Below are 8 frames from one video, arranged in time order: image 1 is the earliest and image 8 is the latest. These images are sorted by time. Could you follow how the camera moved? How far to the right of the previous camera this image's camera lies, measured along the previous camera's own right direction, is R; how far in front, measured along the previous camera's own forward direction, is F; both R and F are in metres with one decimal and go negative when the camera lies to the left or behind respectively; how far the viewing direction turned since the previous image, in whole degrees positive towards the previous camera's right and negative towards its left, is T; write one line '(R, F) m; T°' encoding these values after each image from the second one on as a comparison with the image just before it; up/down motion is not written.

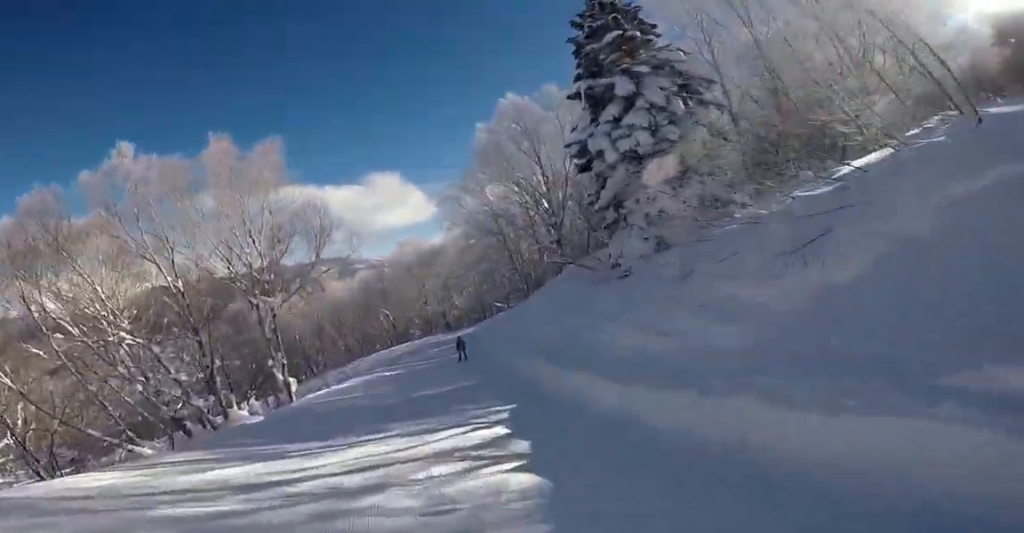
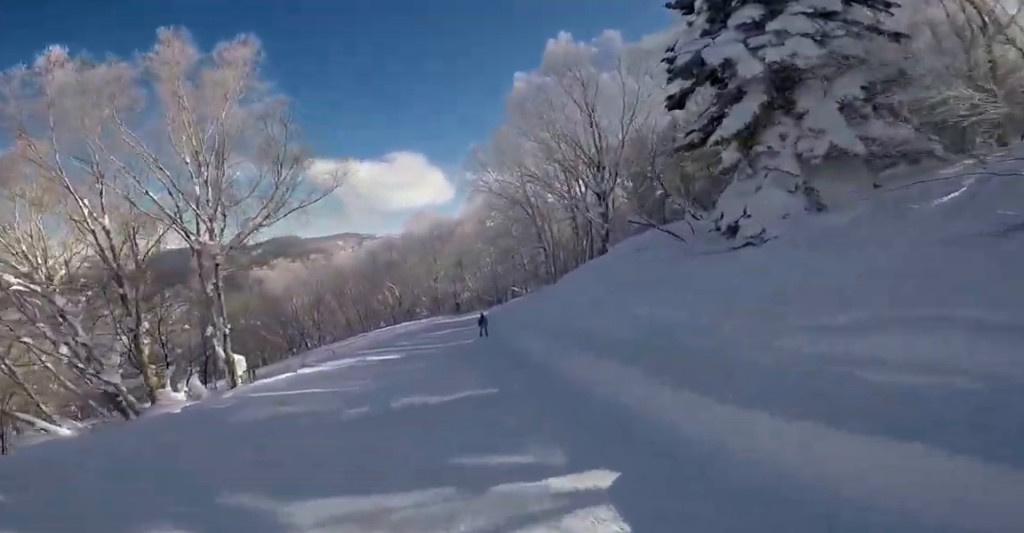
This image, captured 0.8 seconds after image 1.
(0.0, +6.4) m; 0°
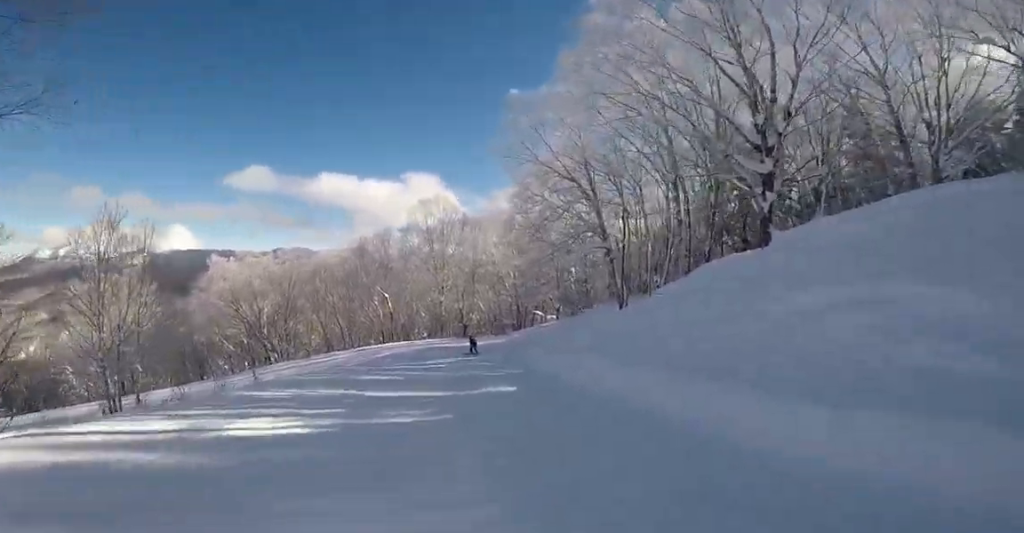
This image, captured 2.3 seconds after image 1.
(0.0, +12.3) m; 0°
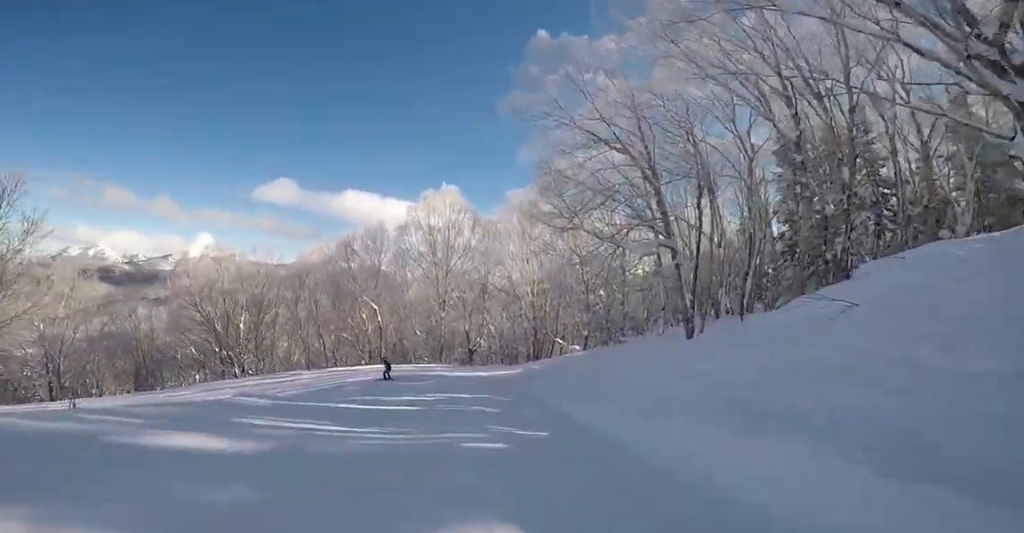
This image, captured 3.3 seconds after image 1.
(0.0, +7.9) m; -8°
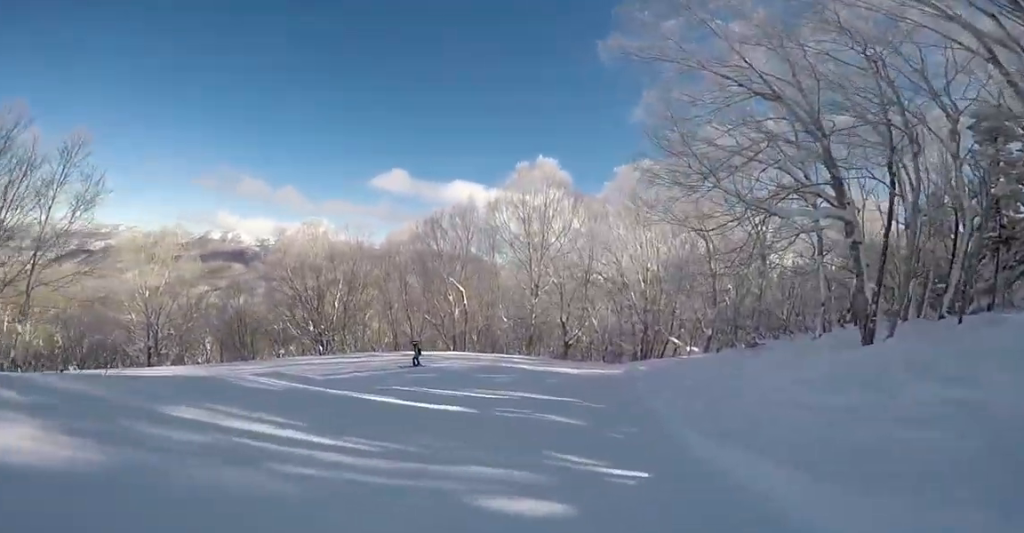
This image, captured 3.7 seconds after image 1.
(-0.2, +3.3) m; -6°
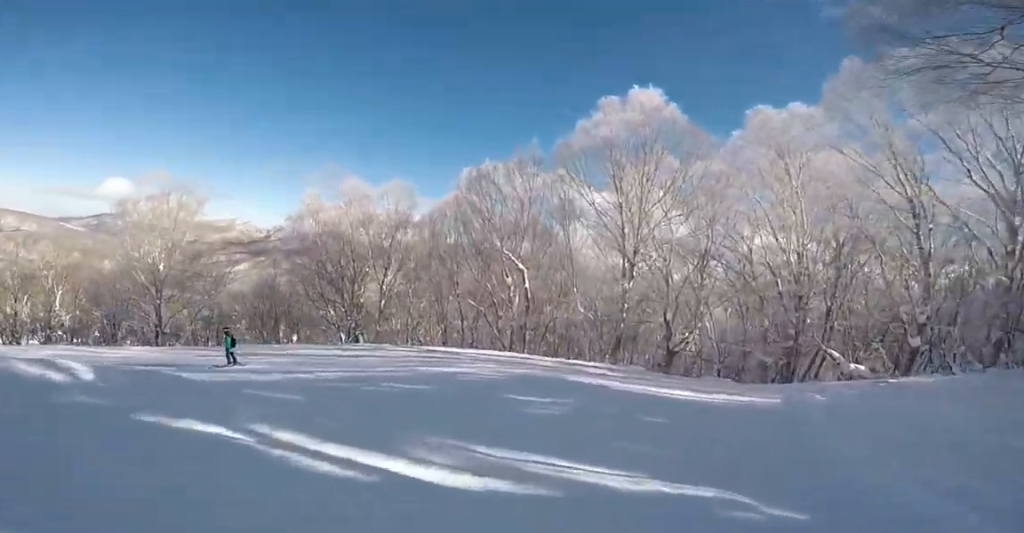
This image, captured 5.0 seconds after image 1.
(-1.6, +8.7) m; -28°
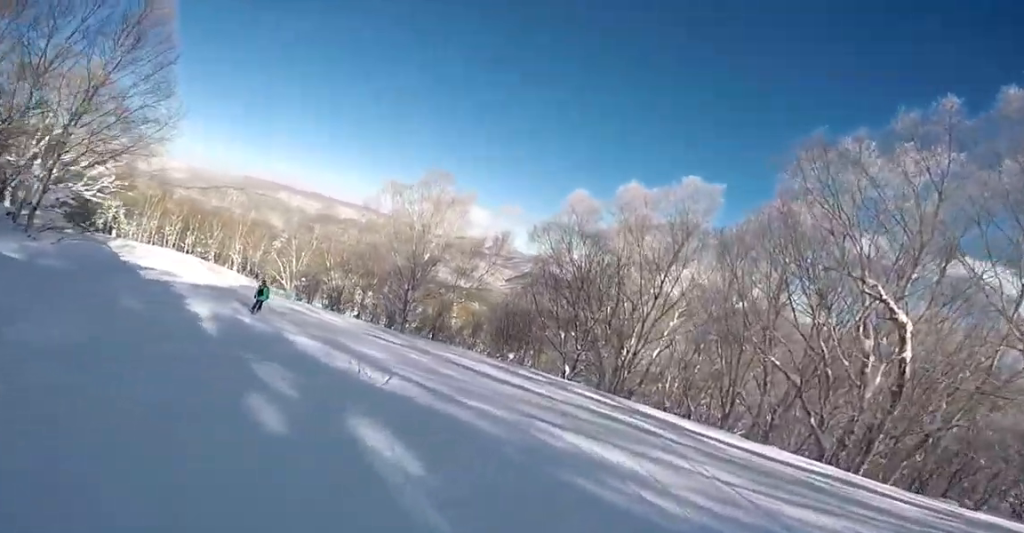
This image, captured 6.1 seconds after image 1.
(-2.4, +6.2) m; -44°
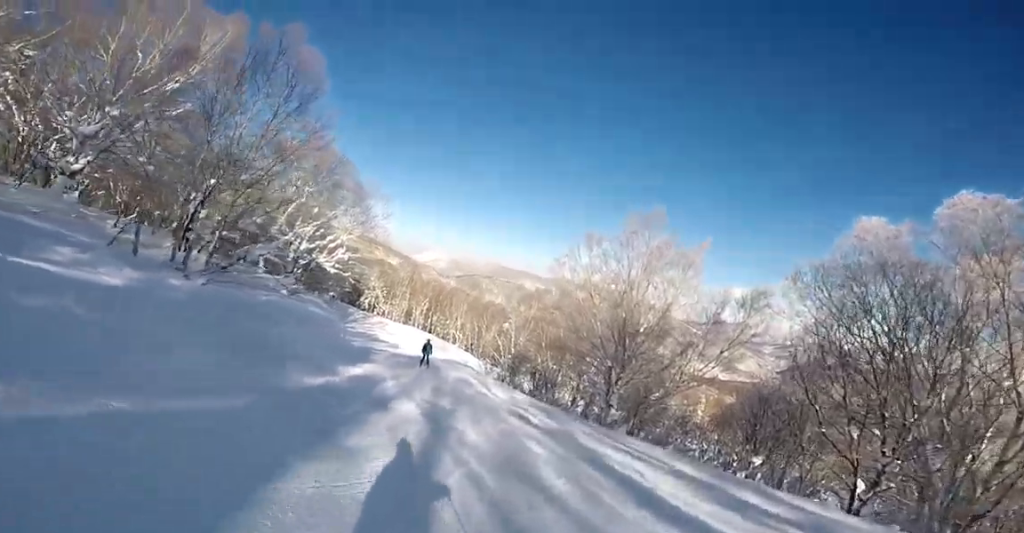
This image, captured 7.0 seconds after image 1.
(-1.8, +5.6) m; -26°
